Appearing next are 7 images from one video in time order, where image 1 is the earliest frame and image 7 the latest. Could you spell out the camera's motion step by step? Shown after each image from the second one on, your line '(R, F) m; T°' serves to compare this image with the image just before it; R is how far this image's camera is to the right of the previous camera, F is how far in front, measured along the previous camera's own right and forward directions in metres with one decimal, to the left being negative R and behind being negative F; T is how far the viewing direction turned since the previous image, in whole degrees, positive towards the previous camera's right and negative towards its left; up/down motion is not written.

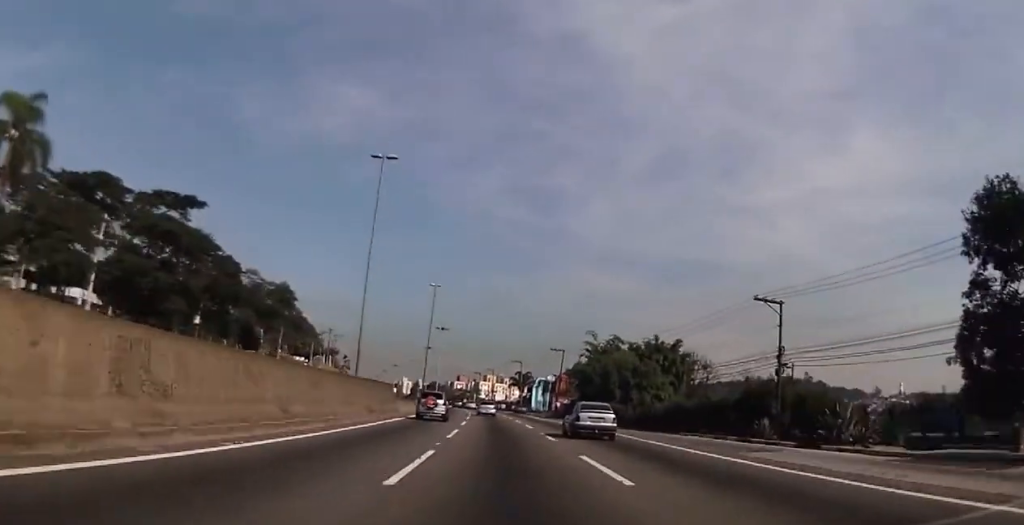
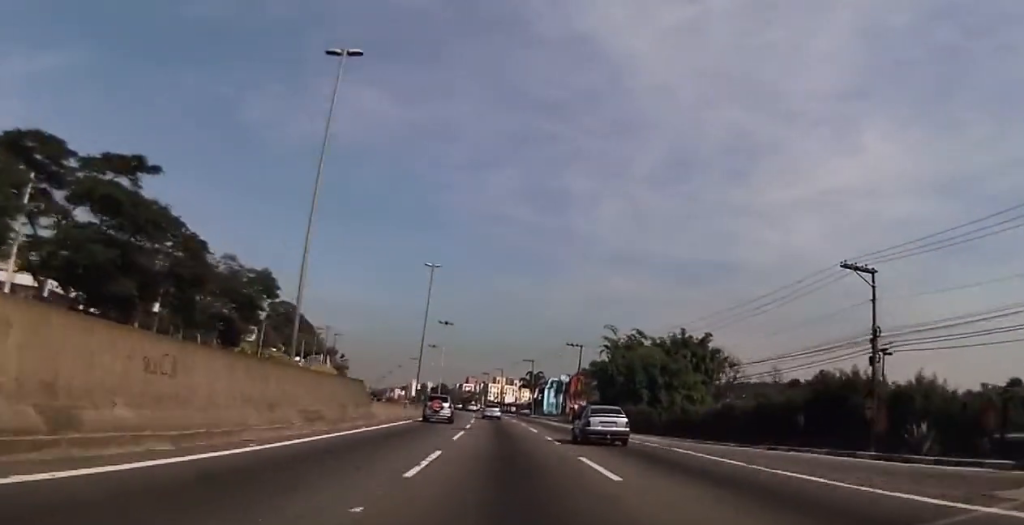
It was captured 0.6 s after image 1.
(0.0, +10.7) m; 0°
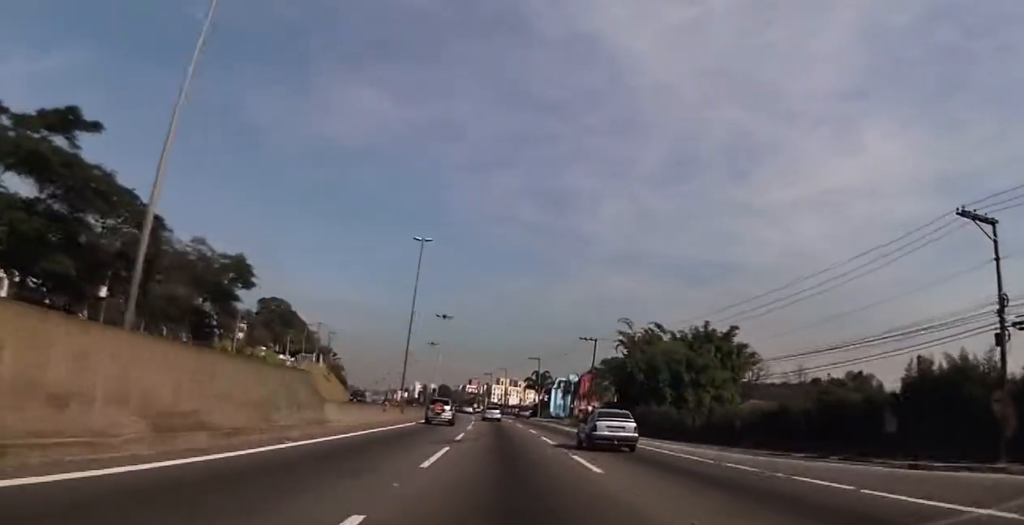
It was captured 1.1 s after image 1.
(0.0, +9.7) m; 0°
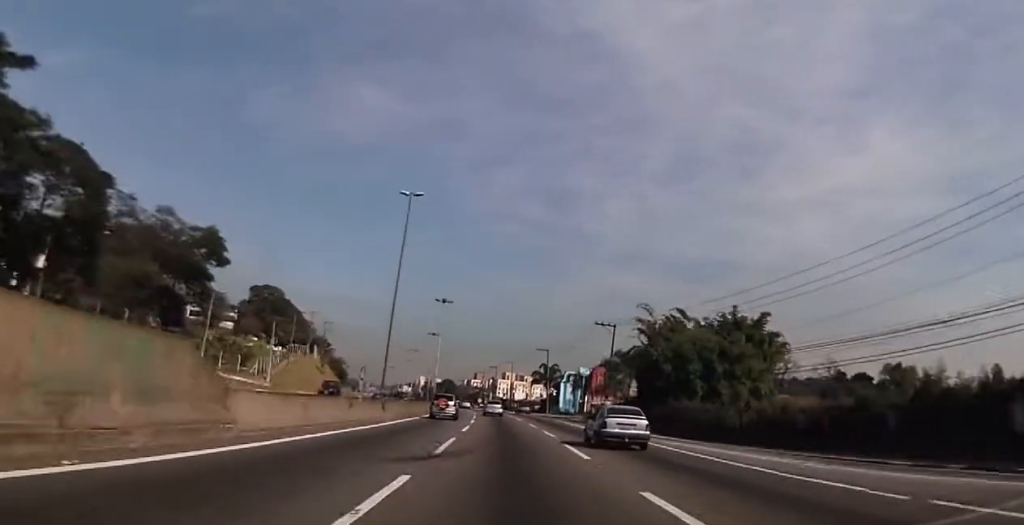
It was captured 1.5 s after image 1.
(-0.1, +9.9) m; 0°
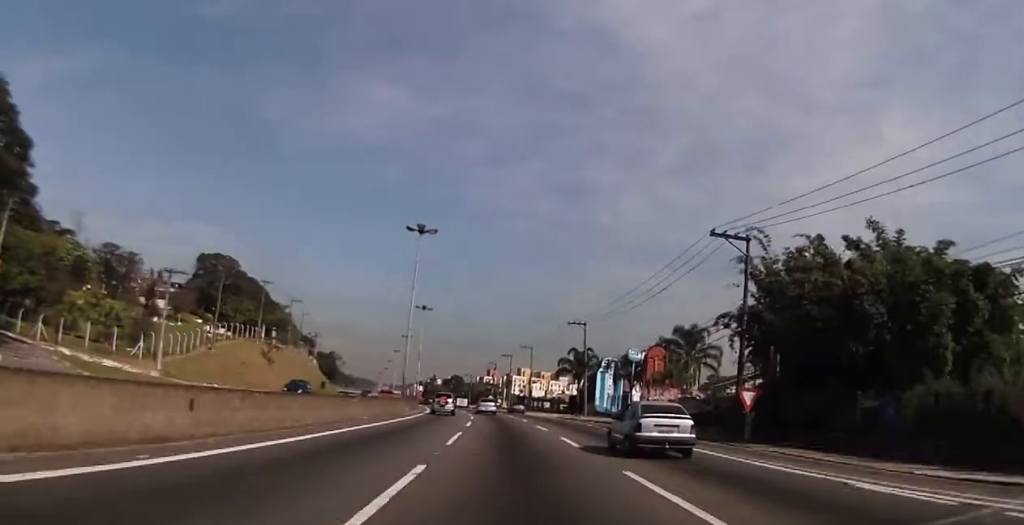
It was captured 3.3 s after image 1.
(-0.5, +33.9) m; -2°
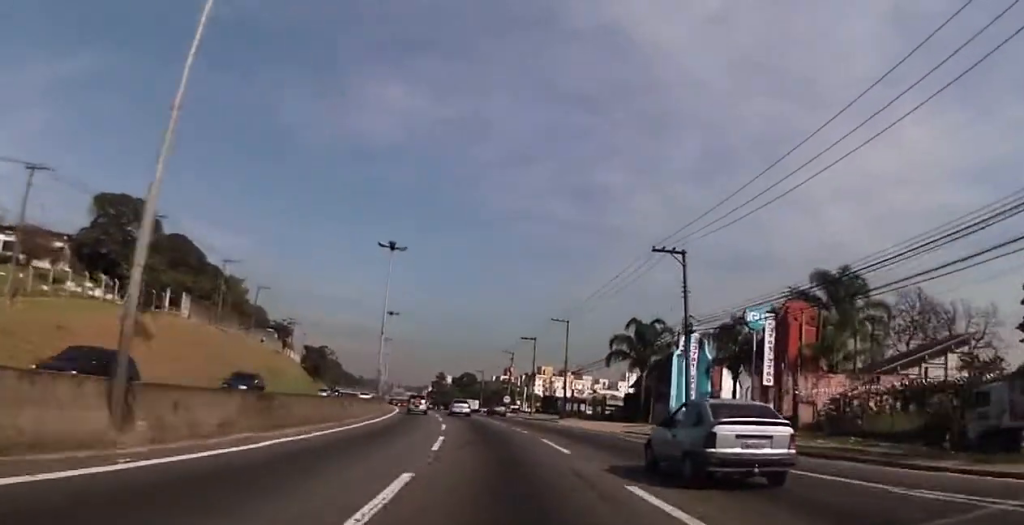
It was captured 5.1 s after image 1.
(+0.1, +37.3) m; 0°
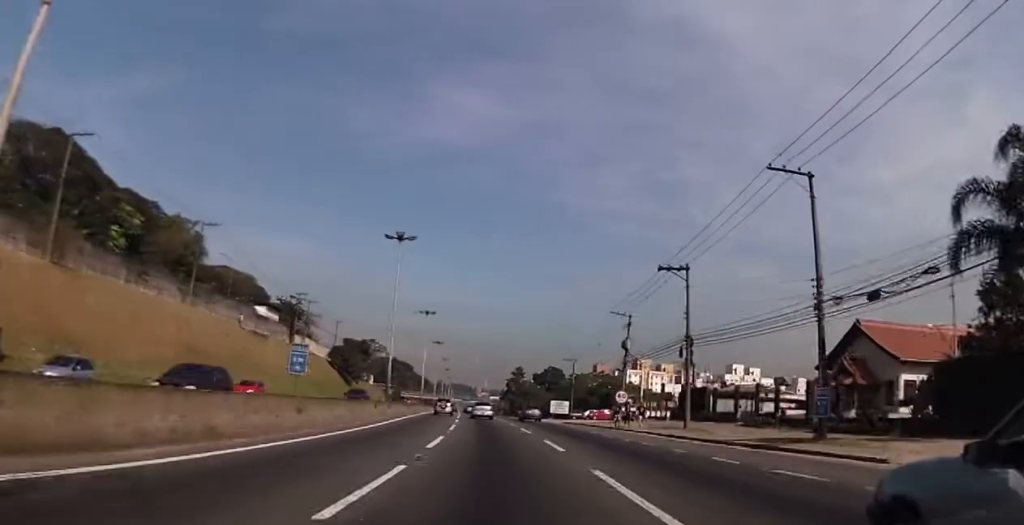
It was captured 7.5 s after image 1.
(-2.6, +44.4) m; -7°
